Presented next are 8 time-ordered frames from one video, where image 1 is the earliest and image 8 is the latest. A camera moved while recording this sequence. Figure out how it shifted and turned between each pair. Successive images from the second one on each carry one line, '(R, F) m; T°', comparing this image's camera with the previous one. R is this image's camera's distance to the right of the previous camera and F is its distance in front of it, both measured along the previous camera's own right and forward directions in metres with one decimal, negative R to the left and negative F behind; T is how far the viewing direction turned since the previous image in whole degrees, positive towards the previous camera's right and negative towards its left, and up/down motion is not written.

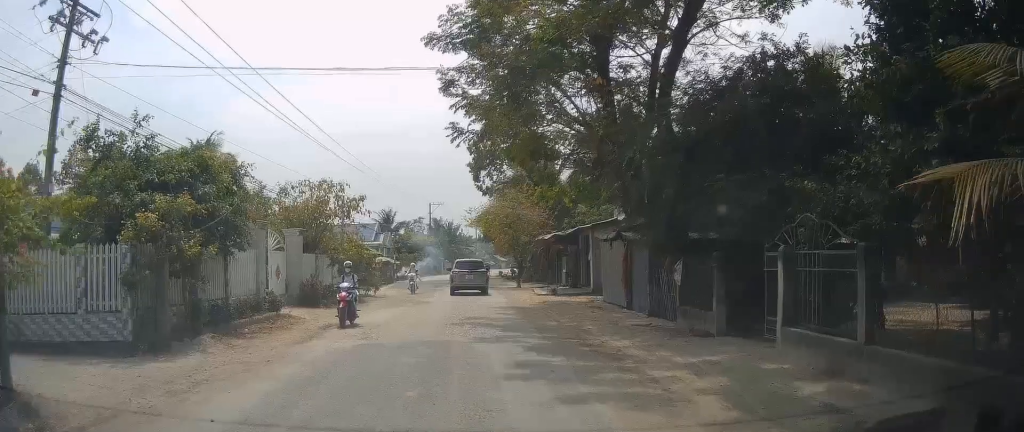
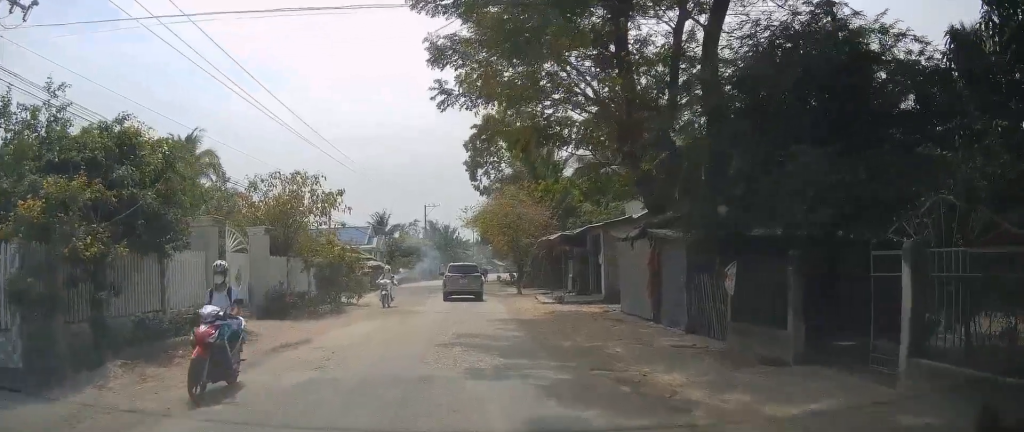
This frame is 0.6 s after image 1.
(0.0, +4.4) m; 0°
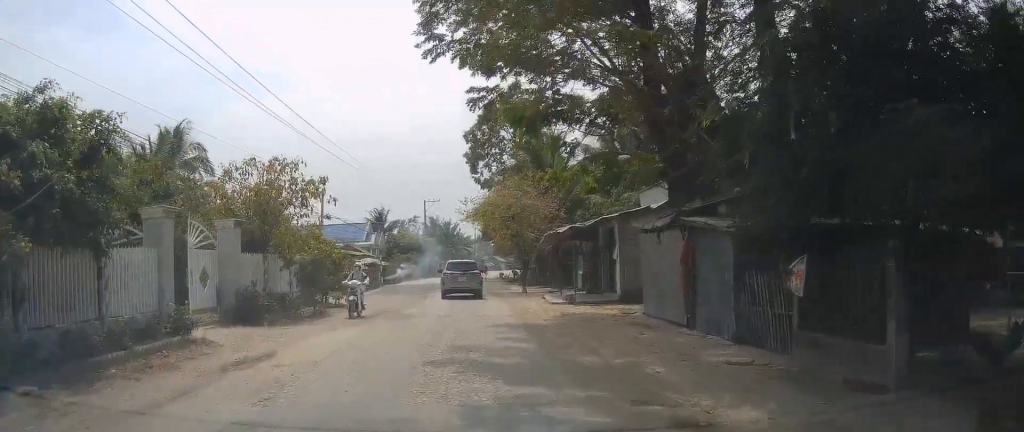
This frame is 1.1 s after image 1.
(0.0, +3.0) m; 0°
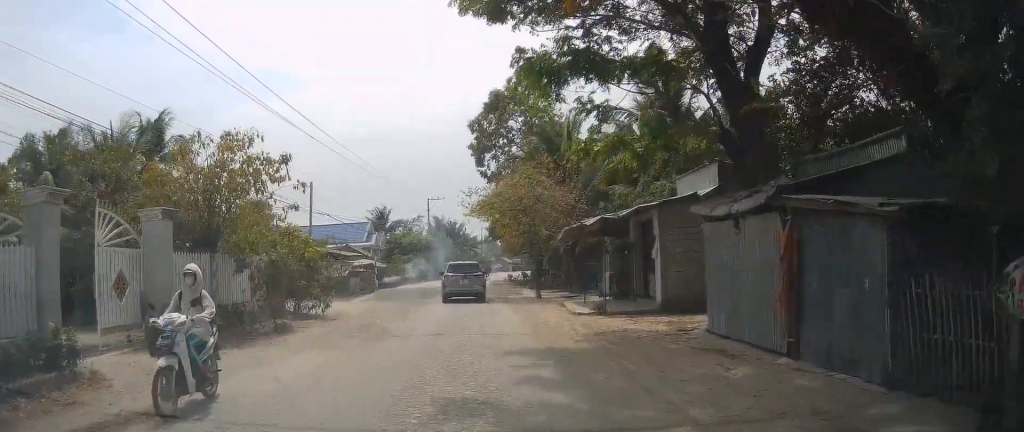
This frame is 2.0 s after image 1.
(0.0, +5.4) m; 0°
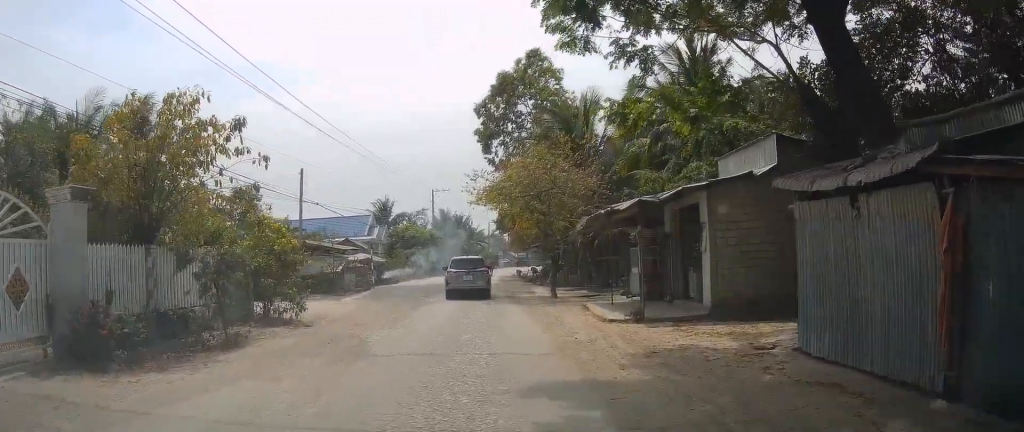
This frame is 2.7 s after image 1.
(0.0, +4.5) m; -1°
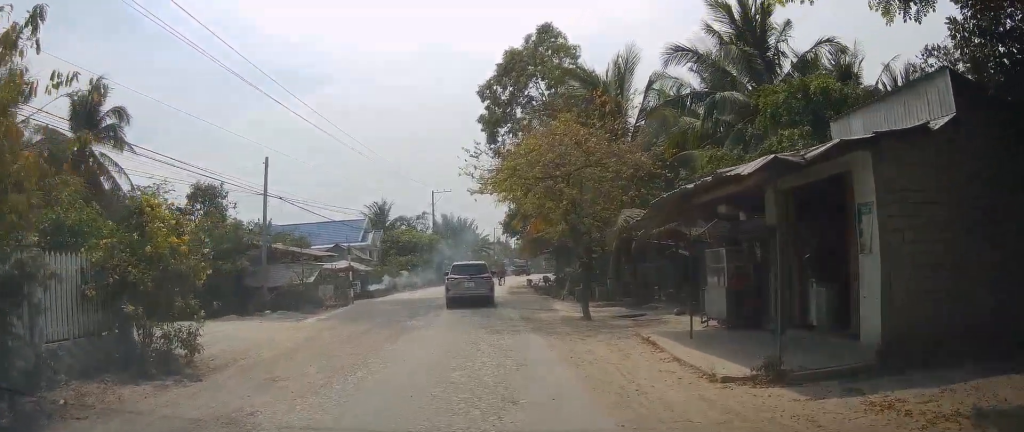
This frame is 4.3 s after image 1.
(-0.2, +8.2) m; -2°
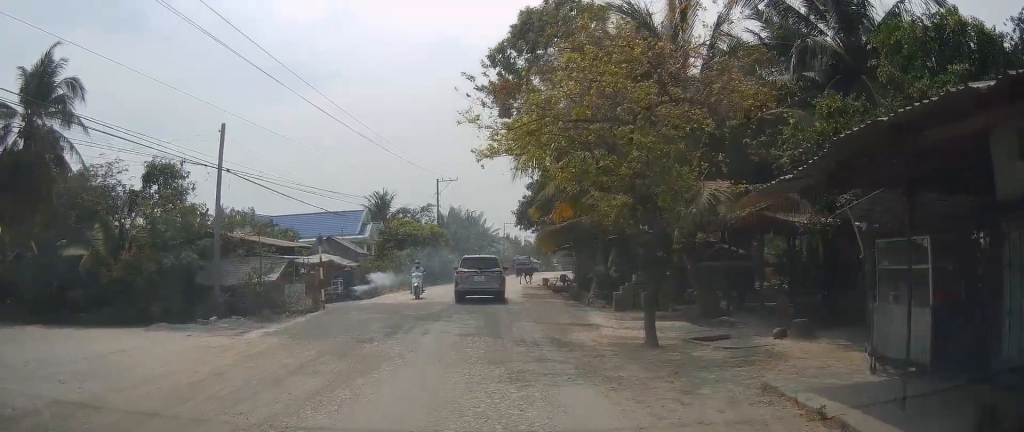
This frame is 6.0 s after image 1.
(0.0, +6.7) m; 0°
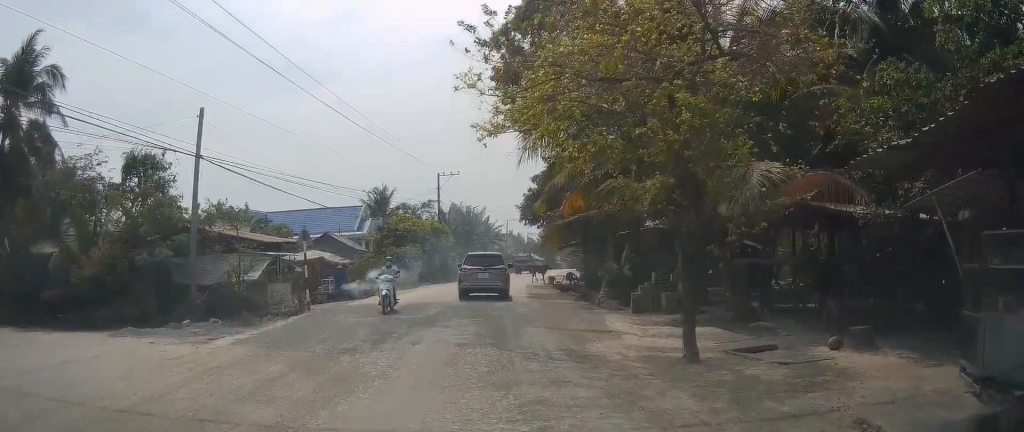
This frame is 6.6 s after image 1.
(0.0, +2.2) m; 0°
